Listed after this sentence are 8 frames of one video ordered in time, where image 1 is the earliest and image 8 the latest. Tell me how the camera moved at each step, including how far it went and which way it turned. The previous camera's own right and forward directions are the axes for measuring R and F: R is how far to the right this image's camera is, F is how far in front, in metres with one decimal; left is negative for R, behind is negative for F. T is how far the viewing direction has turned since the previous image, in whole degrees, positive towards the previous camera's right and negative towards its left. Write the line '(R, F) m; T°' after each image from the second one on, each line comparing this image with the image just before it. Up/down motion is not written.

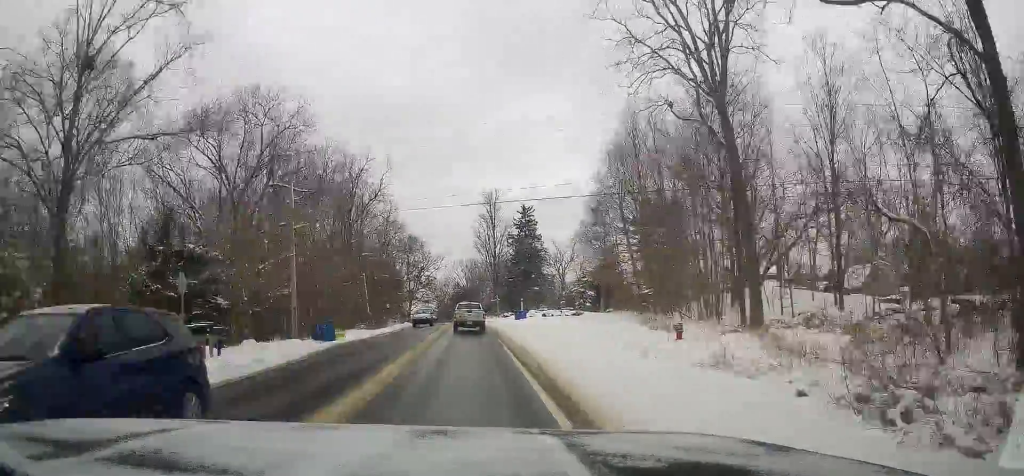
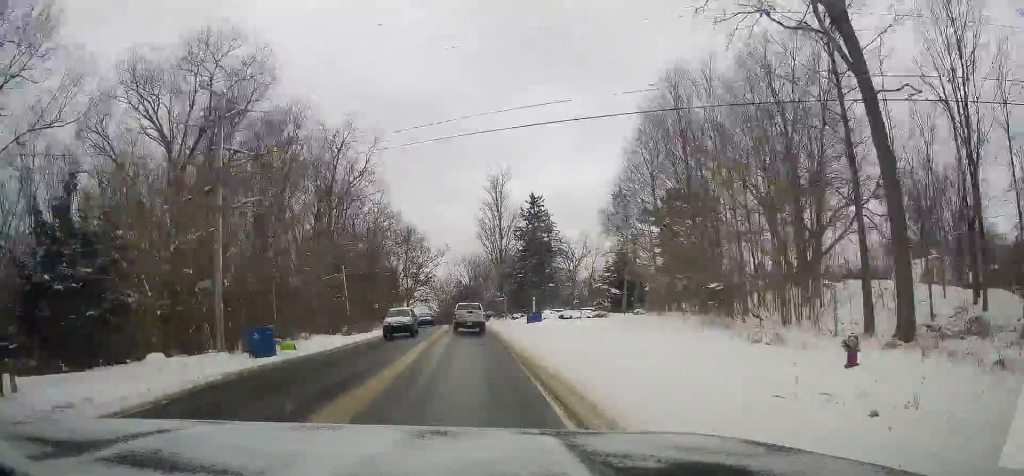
(+0.5, +10.6) m; +1°
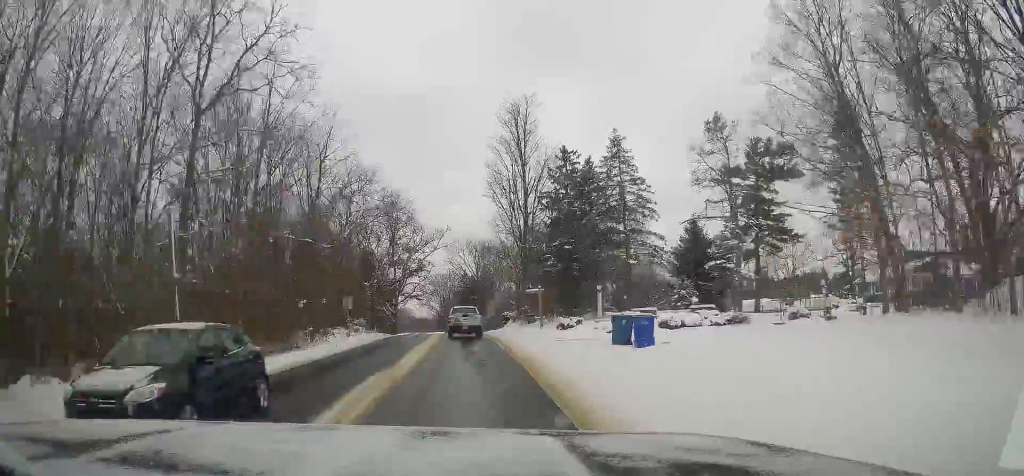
(0.0, +28.6) m; -2°
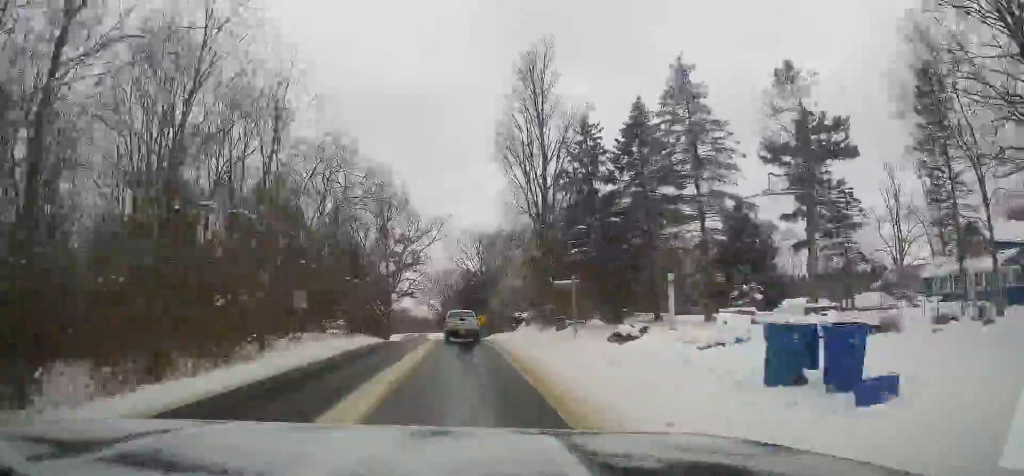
(-0.3, +11.2) m; 0°
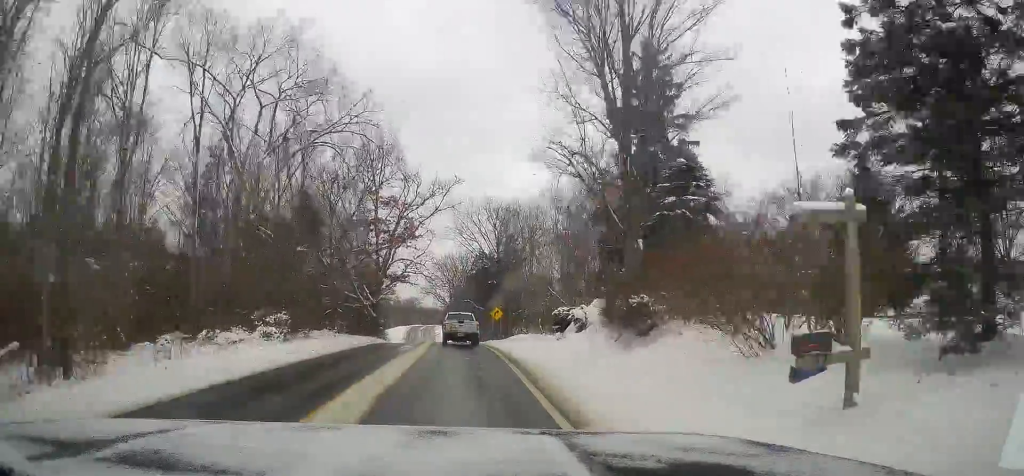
(+0.2, +18.5) m; -1°
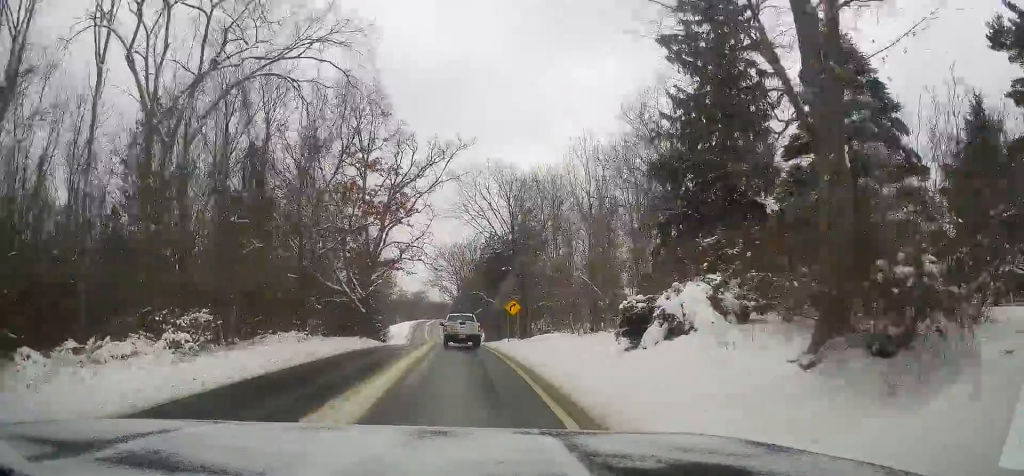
(-0.1, +11.5) m; -1°
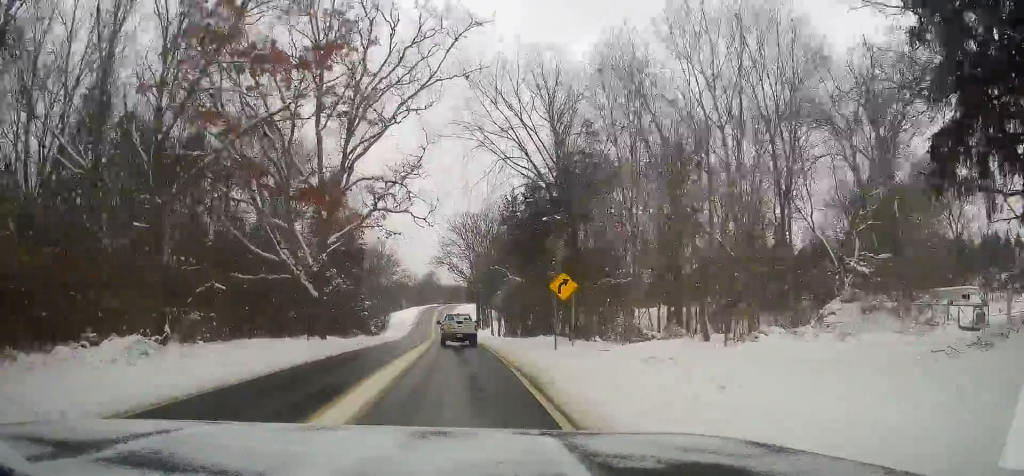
(-0.5, +20.7) m; -1°
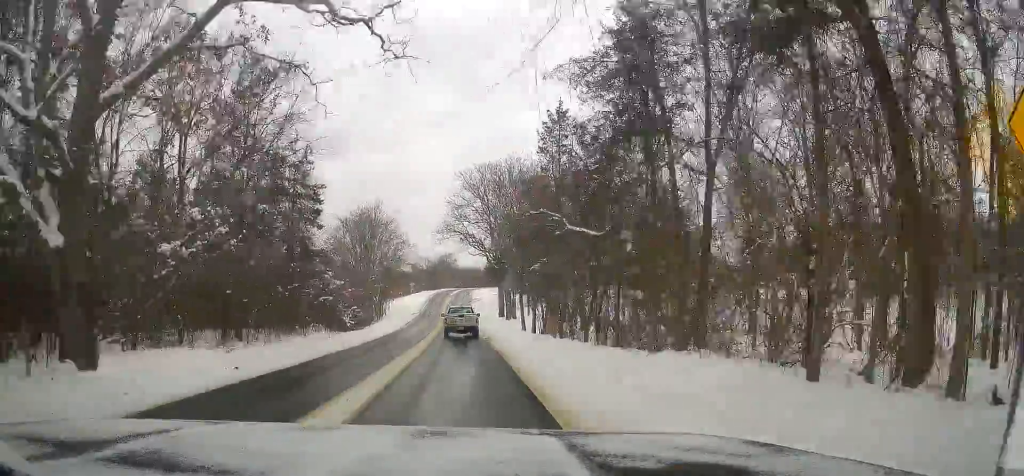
(-0.1, +23.0) m; -3°
